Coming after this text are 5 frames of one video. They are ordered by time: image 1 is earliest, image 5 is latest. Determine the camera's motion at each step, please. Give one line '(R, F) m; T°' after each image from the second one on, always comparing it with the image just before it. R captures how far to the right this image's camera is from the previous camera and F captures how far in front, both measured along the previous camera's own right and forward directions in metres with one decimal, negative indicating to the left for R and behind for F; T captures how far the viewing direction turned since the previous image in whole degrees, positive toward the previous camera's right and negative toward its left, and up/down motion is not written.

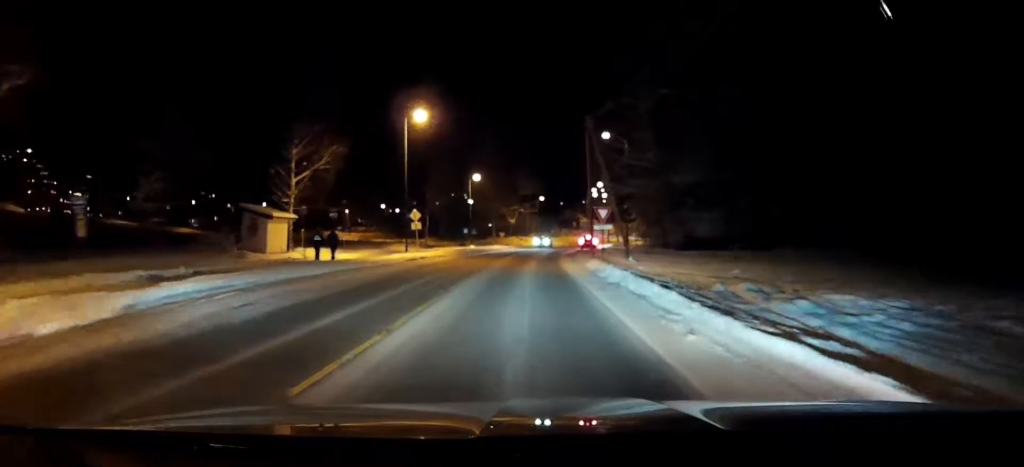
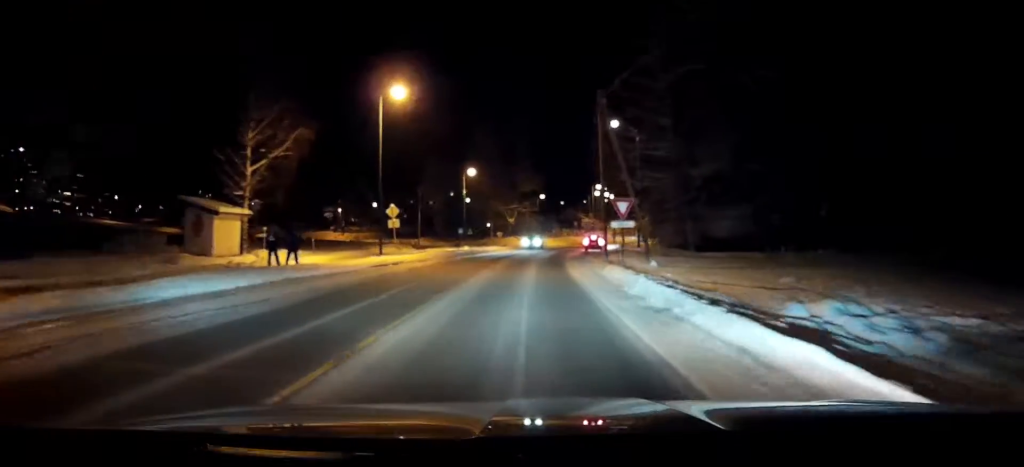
(0.0, +6.0) m; 0°
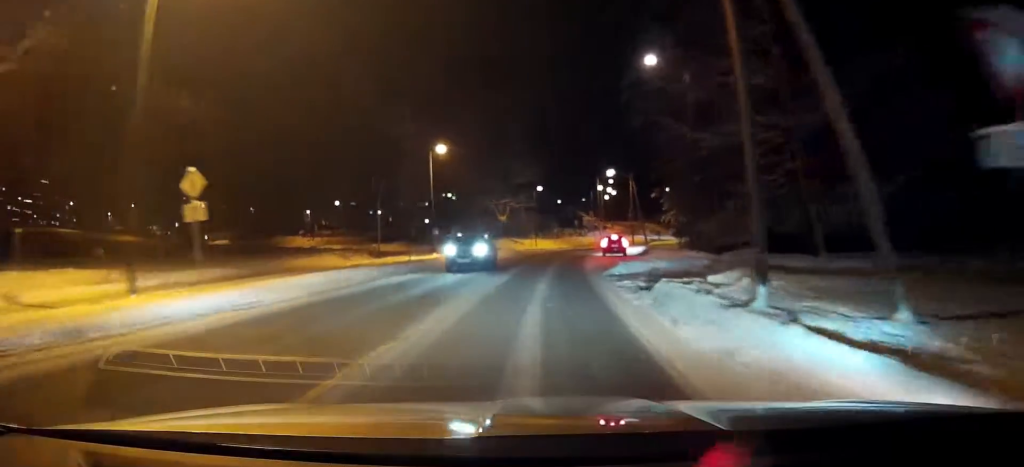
(+0.1, +18.9) m; 0°
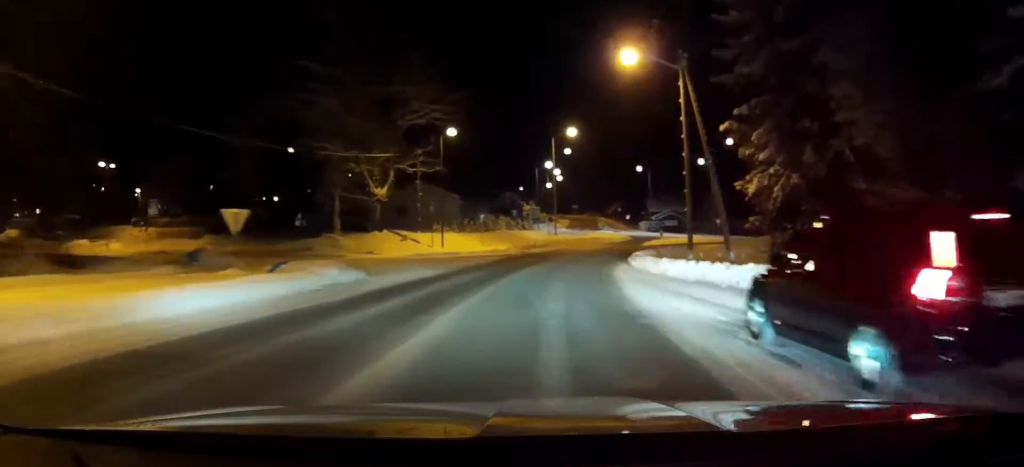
(+2.0, +41.1) m; +7°
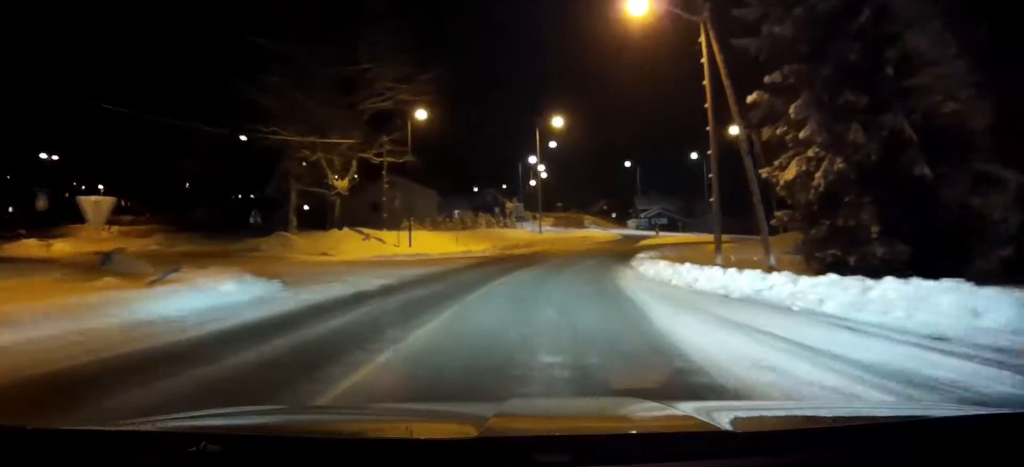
(+0.1, +5.6) m; +1°
